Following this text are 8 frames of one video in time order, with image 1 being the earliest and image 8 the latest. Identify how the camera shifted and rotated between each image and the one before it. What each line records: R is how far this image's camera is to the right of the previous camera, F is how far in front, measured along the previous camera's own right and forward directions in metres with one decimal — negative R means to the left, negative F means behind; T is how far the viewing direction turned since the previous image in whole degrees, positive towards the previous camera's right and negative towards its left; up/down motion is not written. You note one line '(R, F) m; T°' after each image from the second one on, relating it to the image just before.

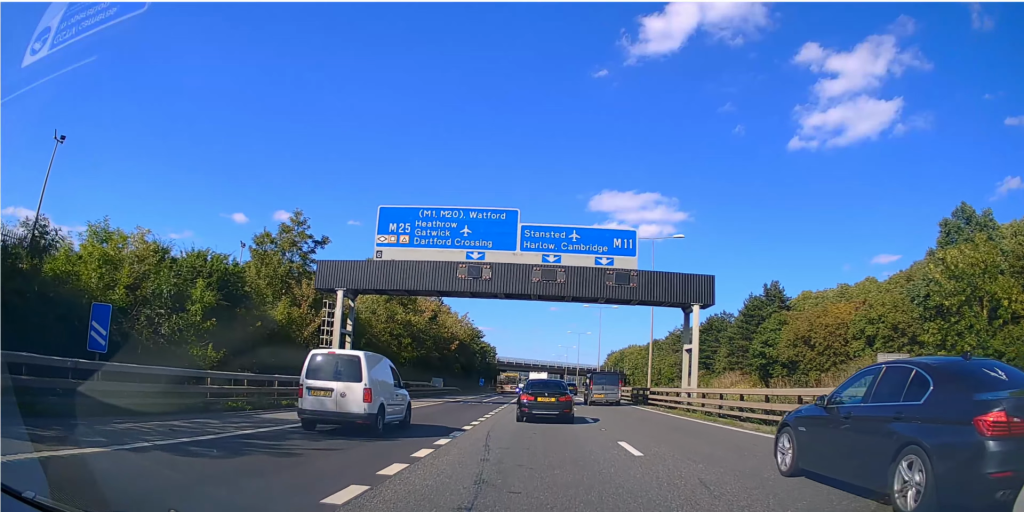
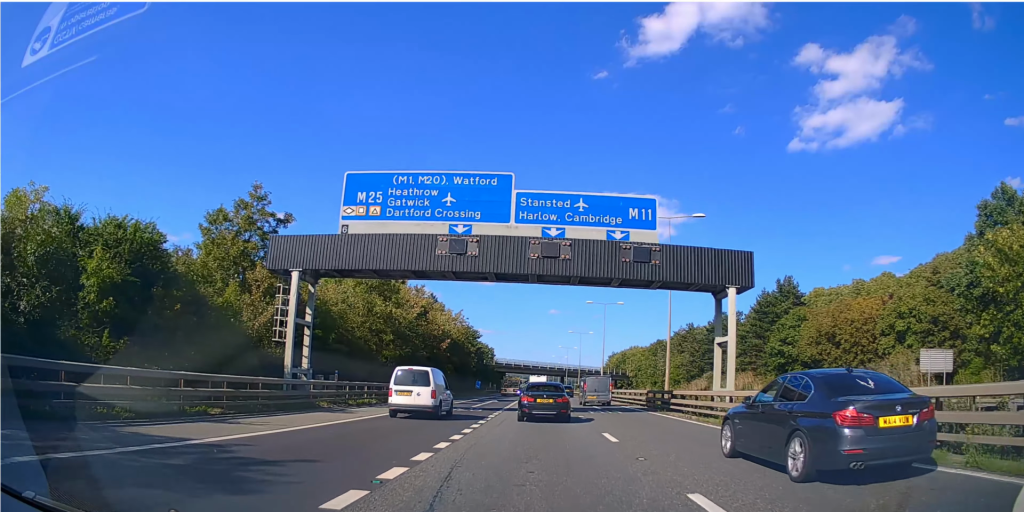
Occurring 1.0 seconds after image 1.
(-0.1, +5.8) m; 0°
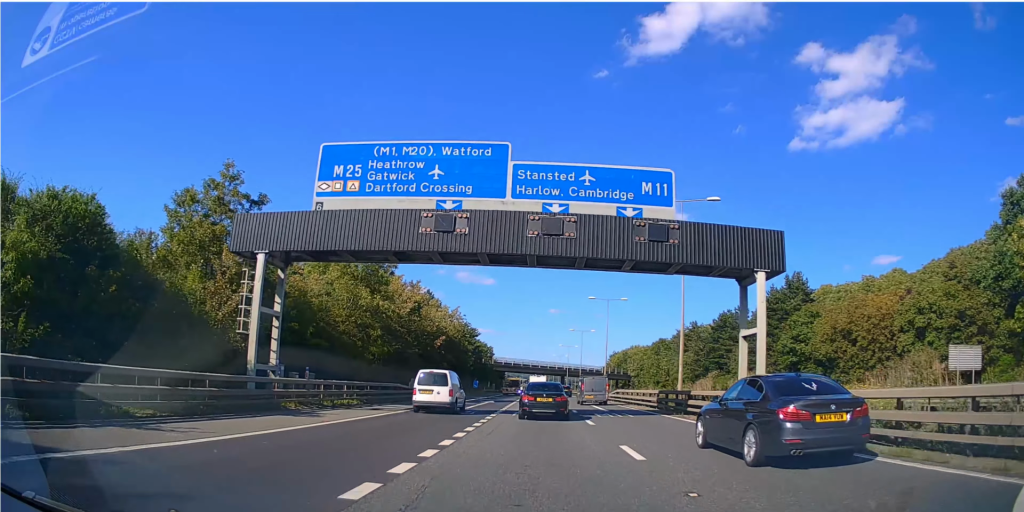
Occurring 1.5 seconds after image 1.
(0.0, +3.0) m; 0°
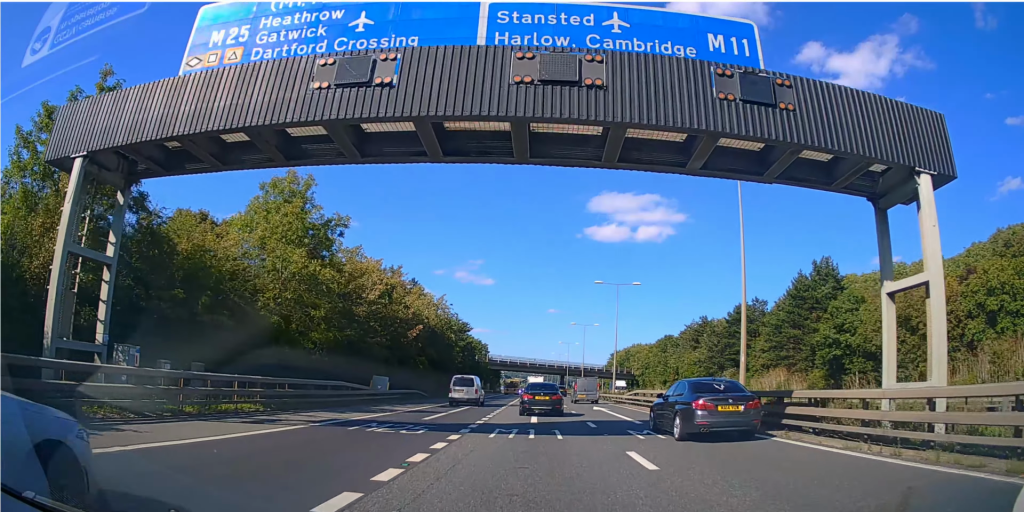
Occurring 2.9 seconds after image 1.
(0.0, +10.0) m; -1°
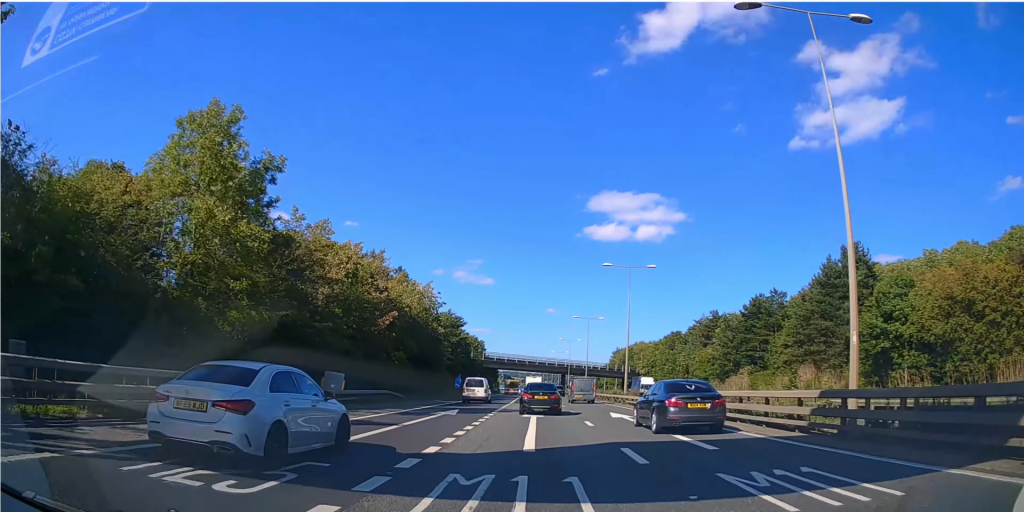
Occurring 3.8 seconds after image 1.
(0.0, +7.6) m; 0°
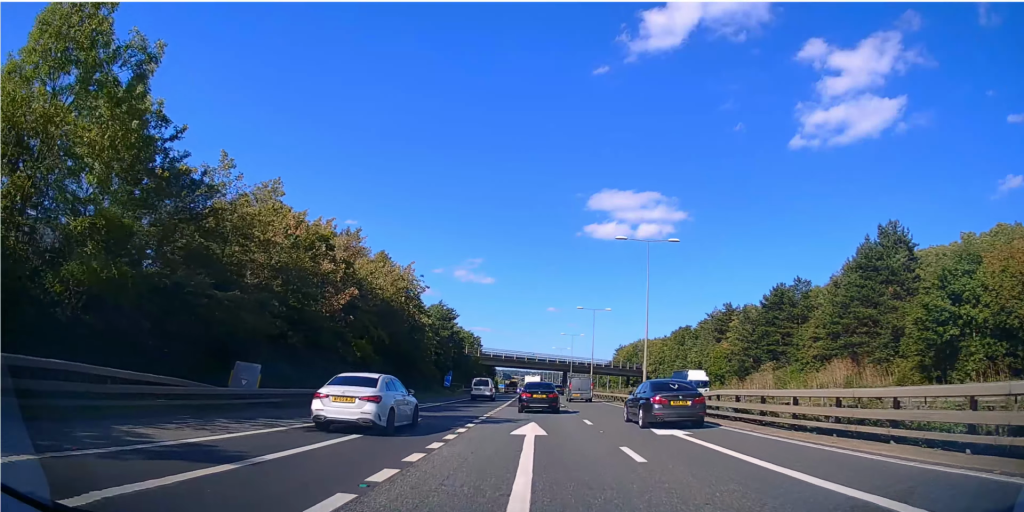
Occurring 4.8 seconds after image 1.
(0.0, +9.2) m; 0°
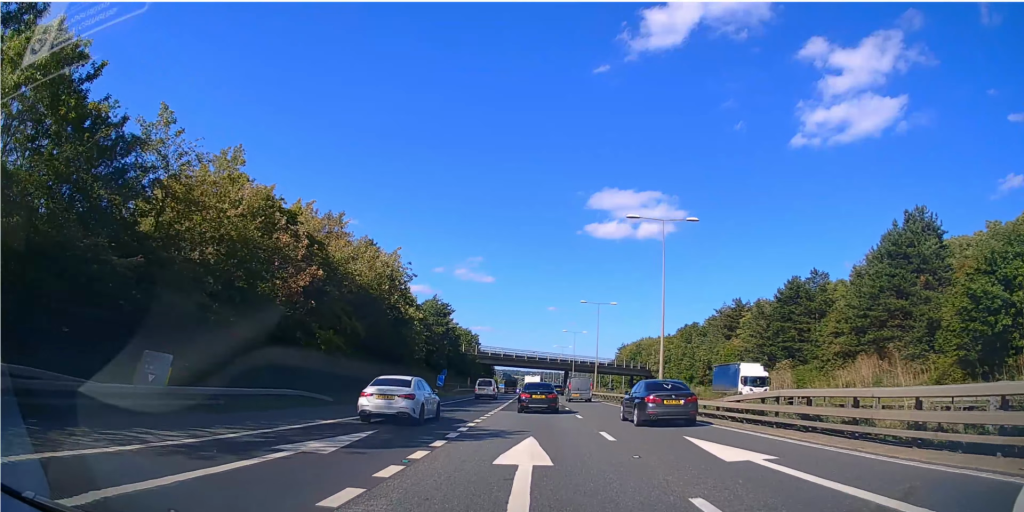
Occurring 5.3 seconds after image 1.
(0.0, +5.7) m; 0°
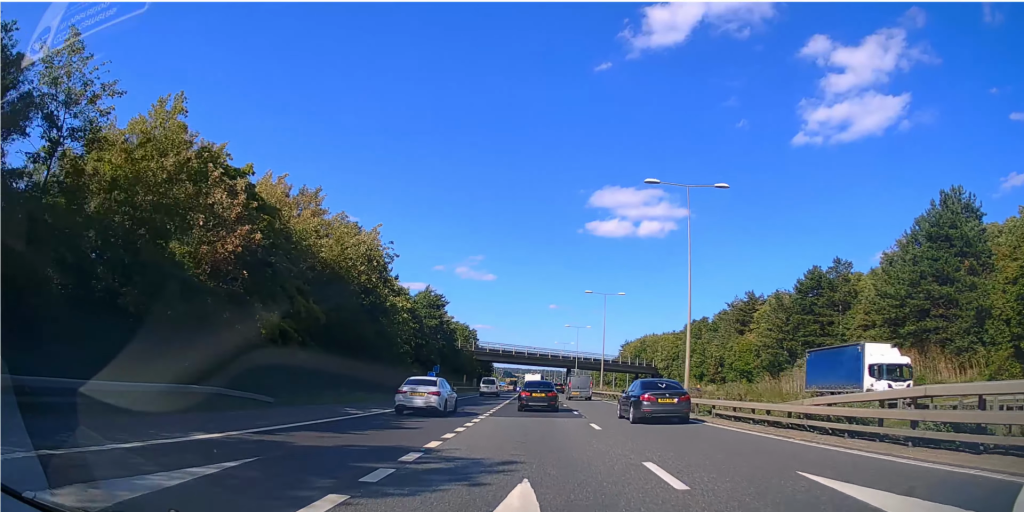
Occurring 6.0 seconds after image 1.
(0.0, +6.5) m; 0°
